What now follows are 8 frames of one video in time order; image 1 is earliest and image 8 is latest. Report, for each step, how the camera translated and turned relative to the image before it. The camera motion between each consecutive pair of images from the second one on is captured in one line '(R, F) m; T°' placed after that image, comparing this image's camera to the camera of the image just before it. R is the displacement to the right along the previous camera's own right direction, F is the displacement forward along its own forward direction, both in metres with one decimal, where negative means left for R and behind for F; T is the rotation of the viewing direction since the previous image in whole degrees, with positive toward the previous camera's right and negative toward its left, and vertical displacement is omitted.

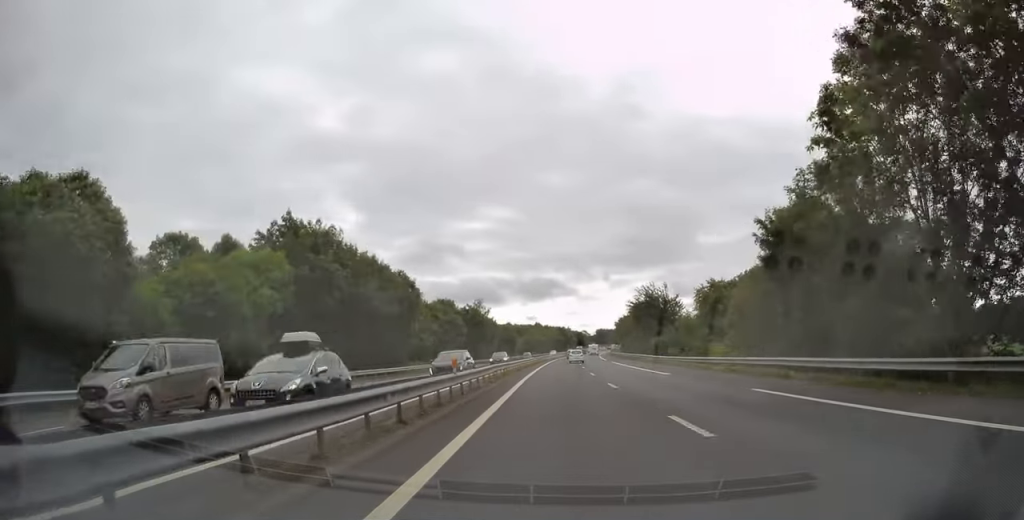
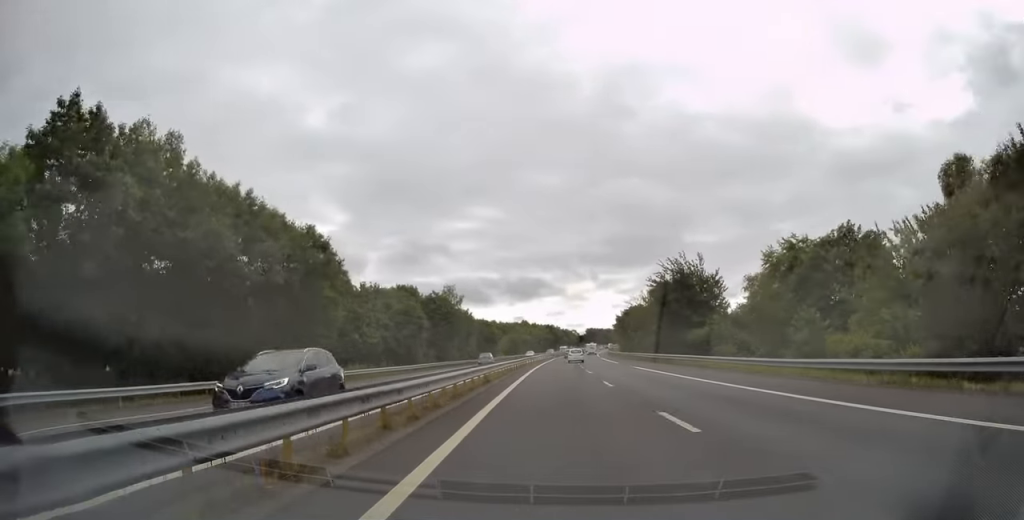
(+0.3, +24.7) m; +1°
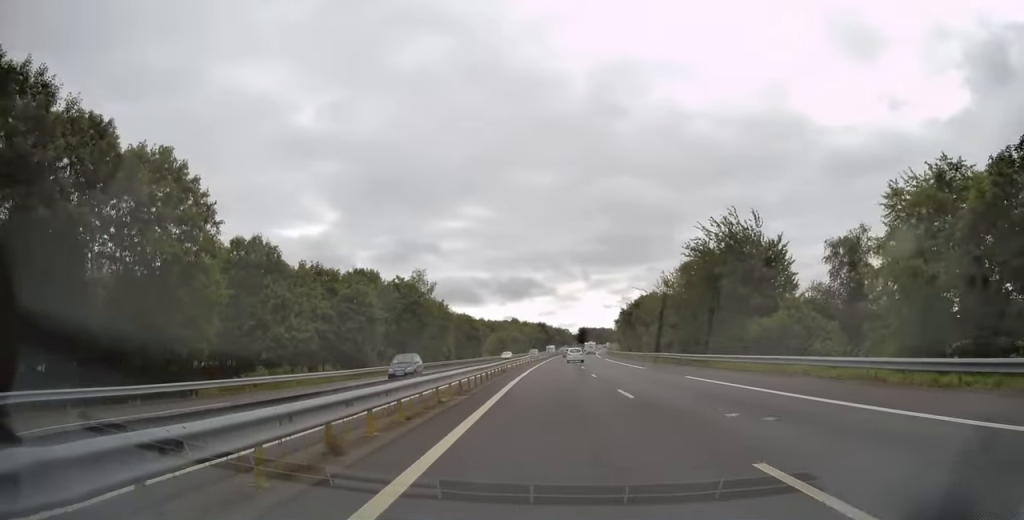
(+0.2, +18.5) m; +1°
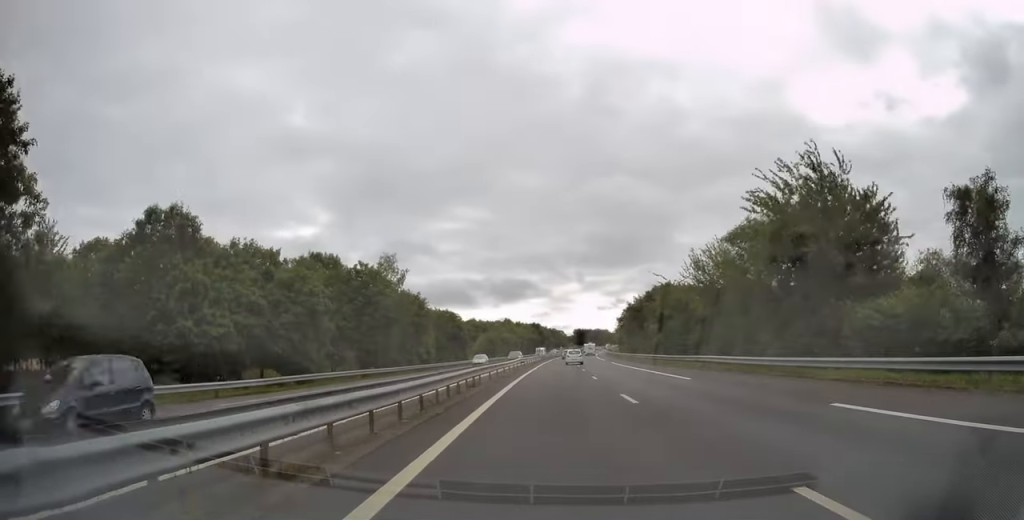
(+0.1, +13.8) m; 0°
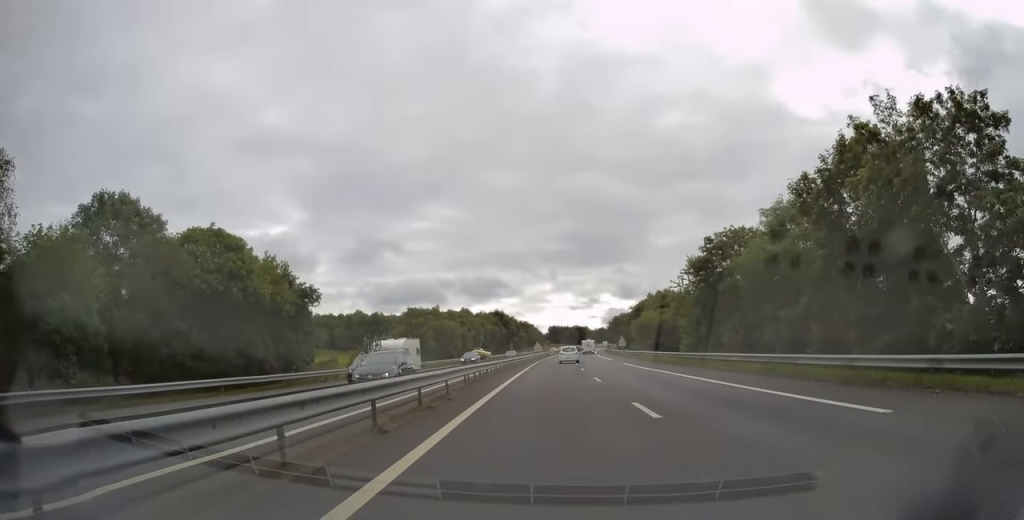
(+1.2, +68.1) m; +3°
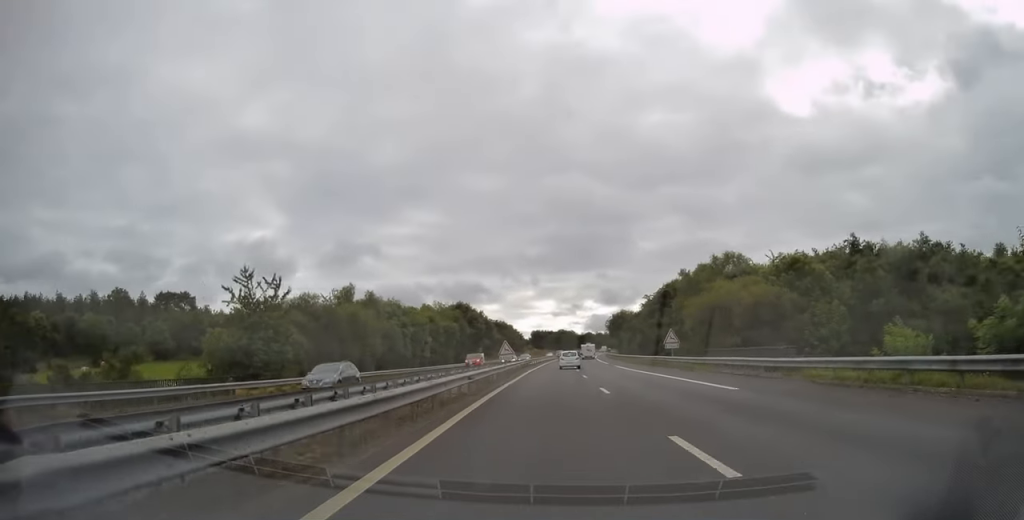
(+0.7, +43.0) m; +1°
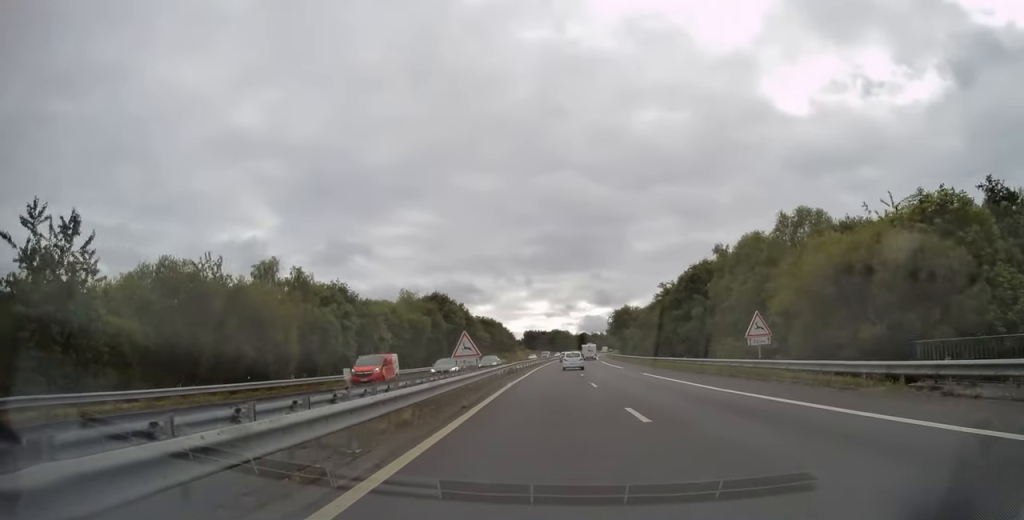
(0.0, +19.8) m; +1°
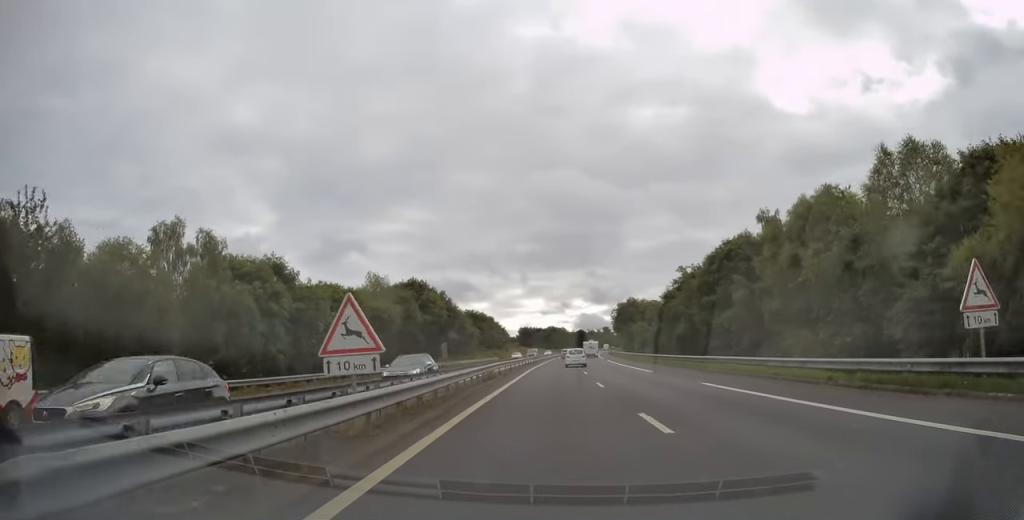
(+0.1, +14.5) m; +1°
